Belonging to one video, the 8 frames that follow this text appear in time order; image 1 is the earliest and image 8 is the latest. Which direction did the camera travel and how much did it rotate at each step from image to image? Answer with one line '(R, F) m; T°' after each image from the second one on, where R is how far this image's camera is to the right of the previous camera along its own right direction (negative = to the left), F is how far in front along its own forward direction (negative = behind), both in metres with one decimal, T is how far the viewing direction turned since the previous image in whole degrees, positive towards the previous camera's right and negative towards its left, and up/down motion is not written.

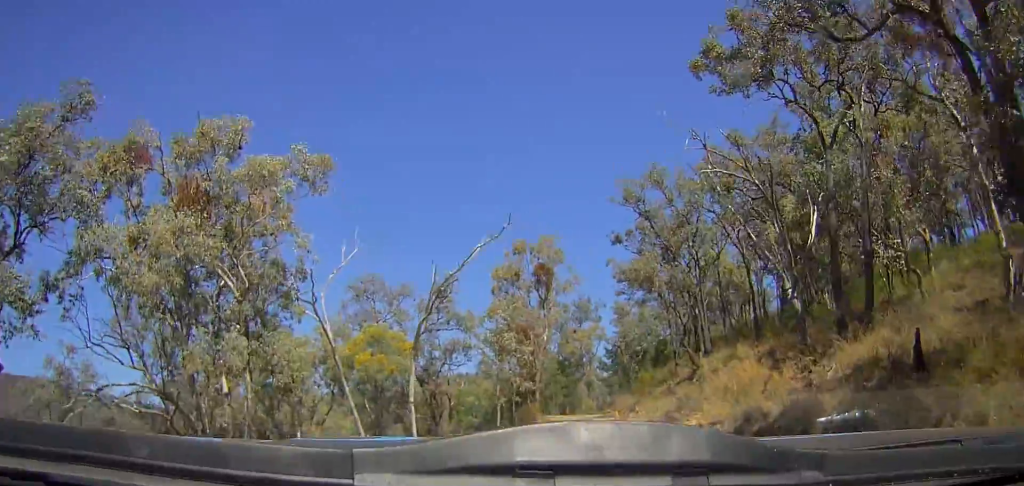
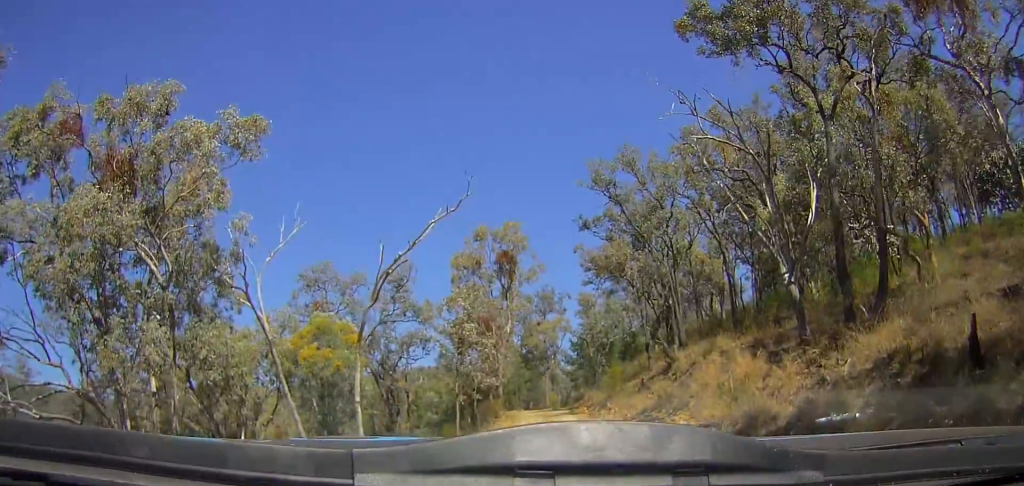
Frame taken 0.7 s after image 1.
(+0.4, +2.6) m; +10°
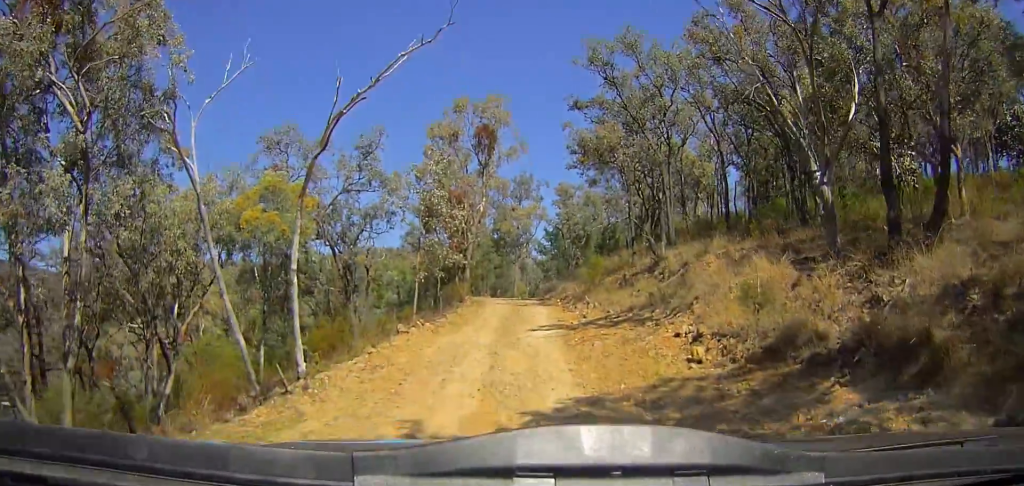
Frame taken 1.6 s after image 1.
(+0.1, +3.3) m; +3°
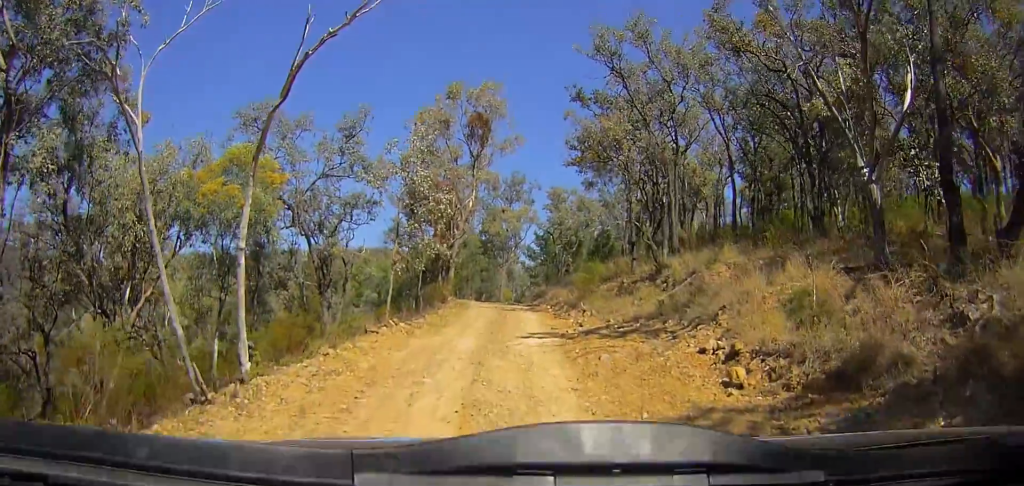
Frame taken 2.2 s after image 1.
(0.0, +2.8) m; -2°
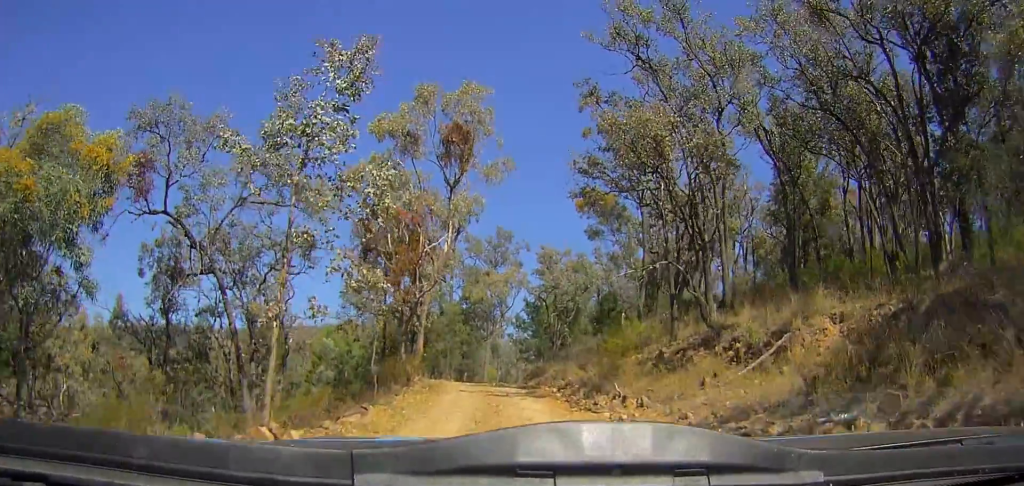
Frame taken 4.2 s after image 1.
(-0.5, +9.1) m; -5°
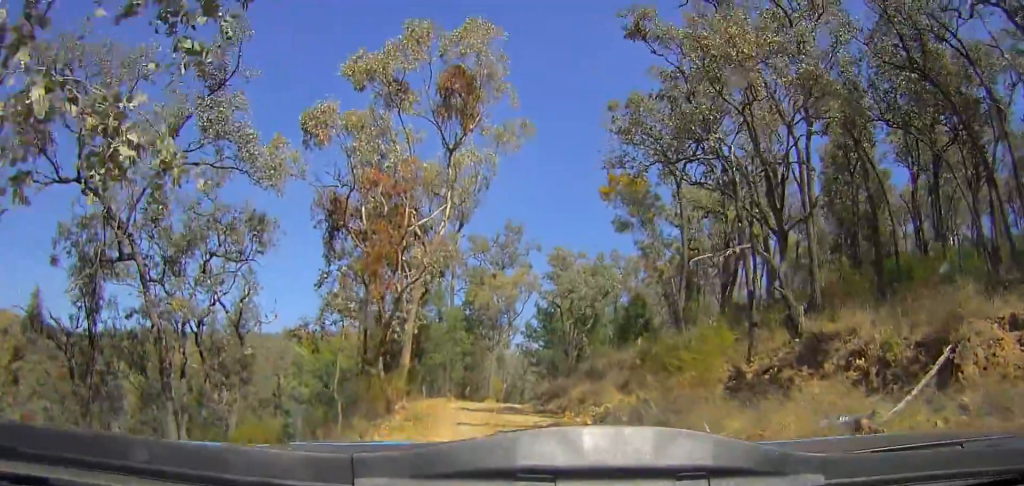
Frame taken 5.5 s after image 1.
(0.0, +6.4) m; 0°
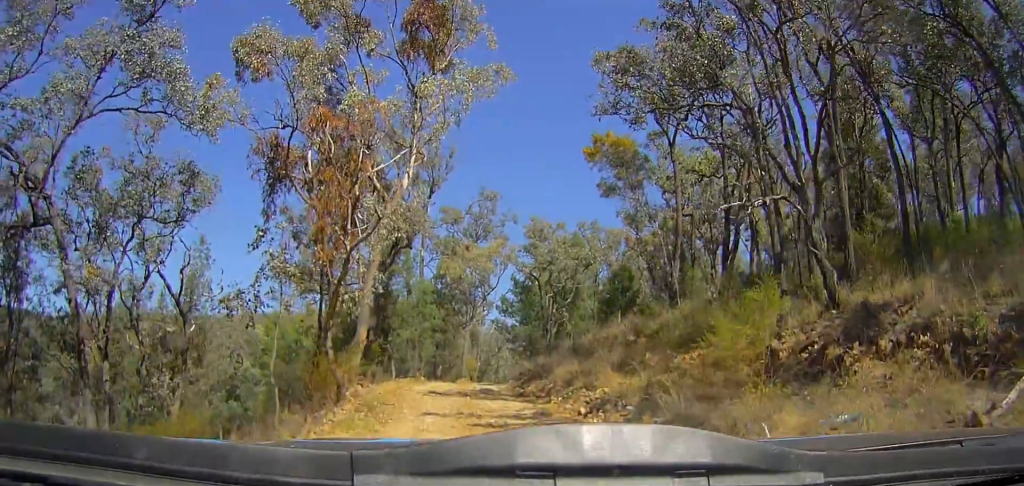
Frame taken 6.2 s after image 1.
(0.0, +3.0) m; +1°
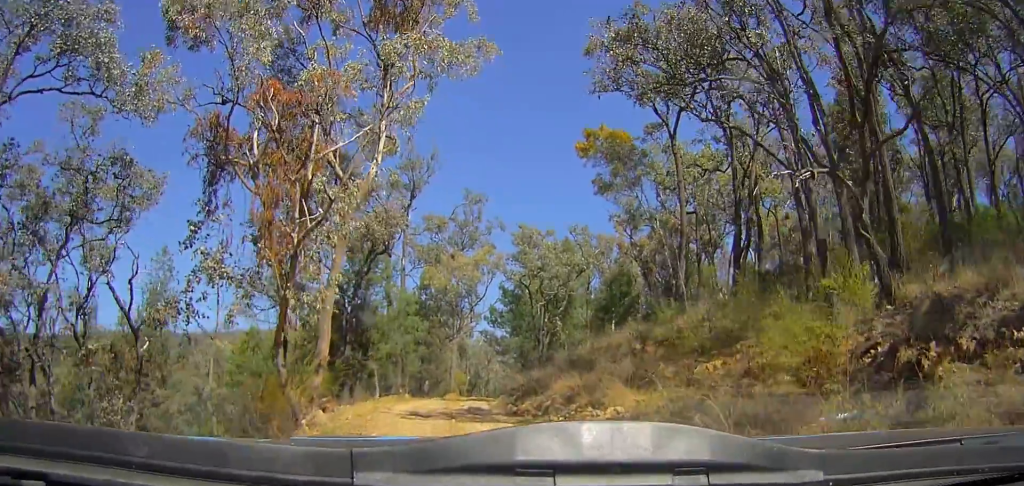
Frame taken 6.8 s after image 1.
(0.0, +2.5) m; 0°
